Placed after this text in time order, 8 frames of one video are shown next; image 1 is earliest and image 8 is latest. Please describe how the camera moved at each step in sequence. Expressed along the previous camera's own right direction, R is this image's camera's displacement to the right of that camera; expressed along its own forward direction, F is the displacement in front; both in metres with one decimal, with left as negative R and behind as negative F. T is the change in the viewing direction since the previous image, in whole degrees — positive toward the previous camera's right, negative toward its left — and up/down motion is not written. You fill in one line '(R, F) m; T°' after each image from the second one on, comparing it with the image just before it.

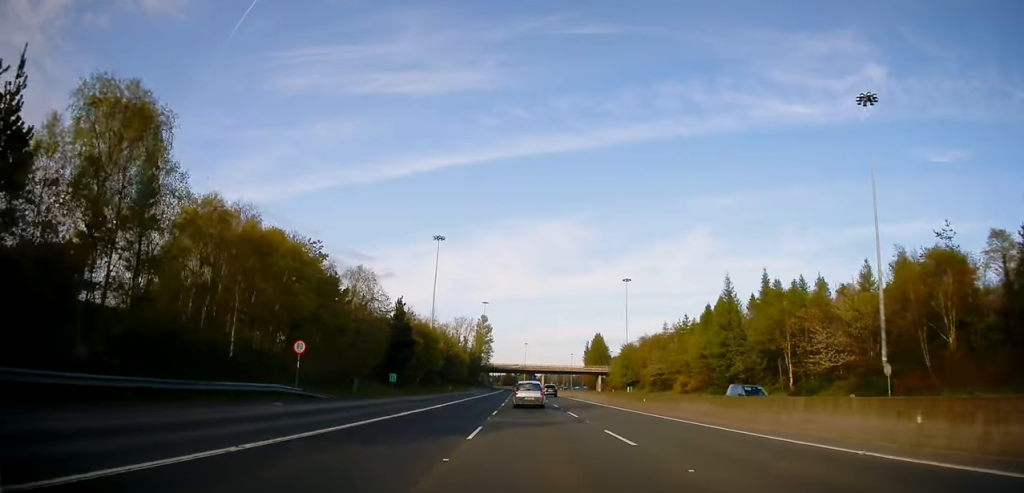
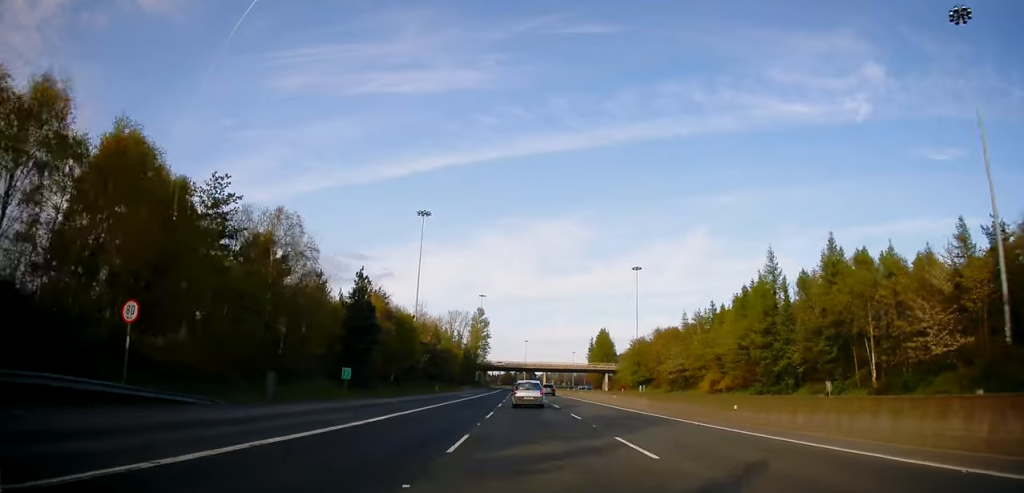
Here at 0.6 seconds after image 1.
(-0.2, +15.4) m; -1°
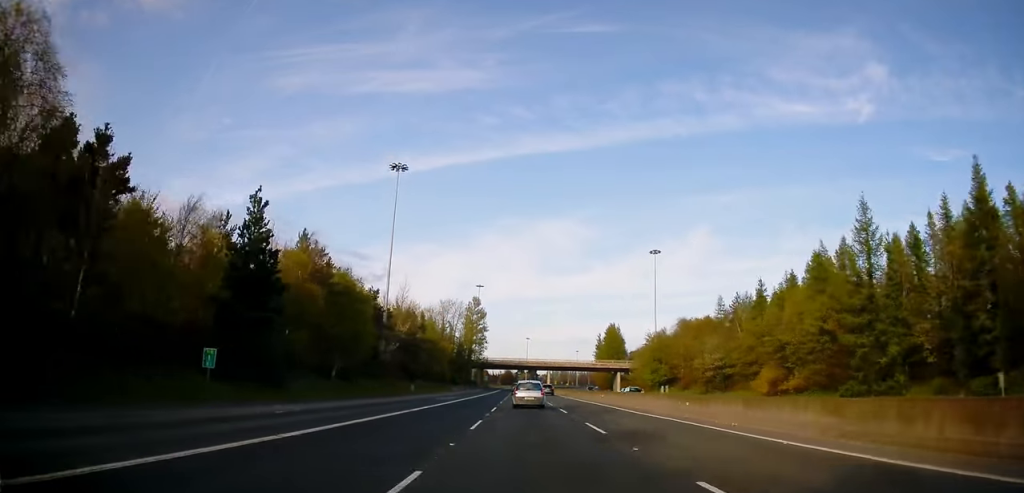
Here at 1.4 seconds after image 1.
(-0.2, +19.5) m; -1°
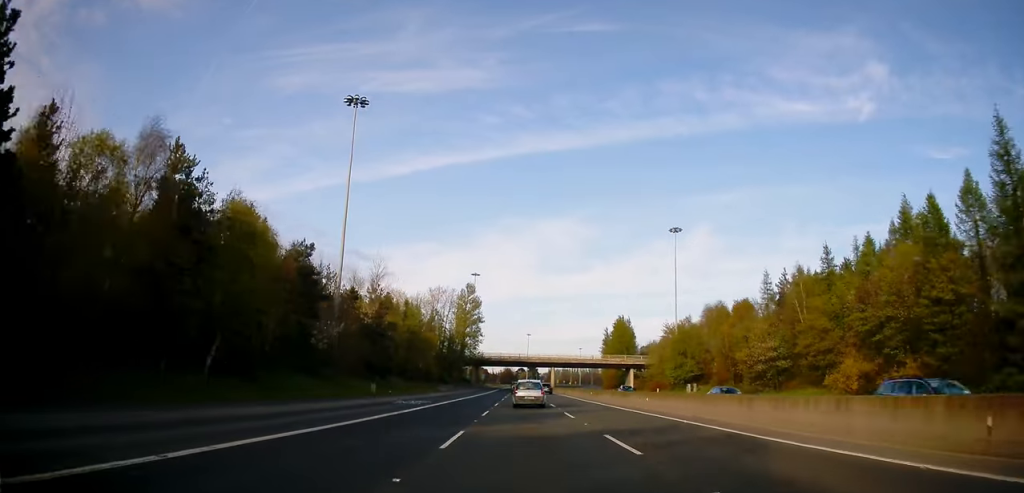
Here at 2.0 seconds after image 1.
(-0.2, +17.3) m; 0°
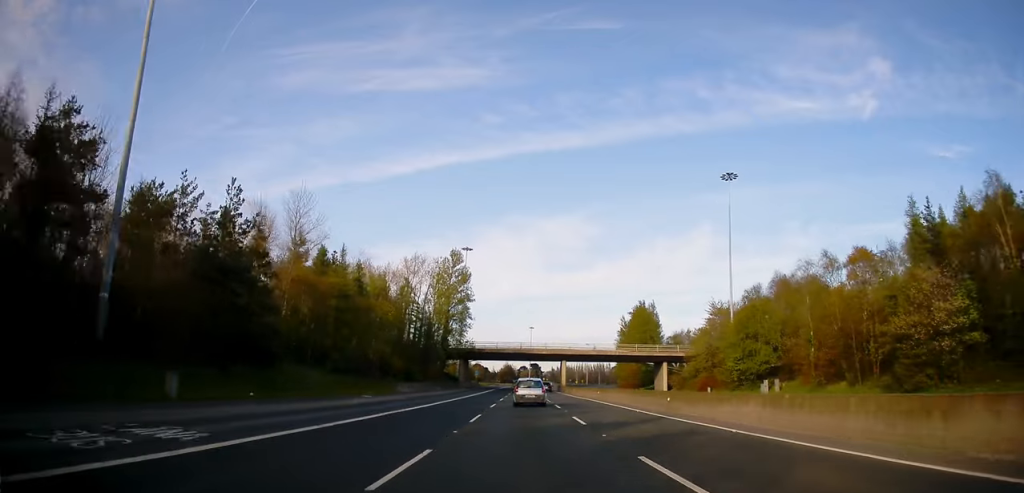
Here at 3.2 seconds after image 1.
(+0.5, +30.0) m; +1°
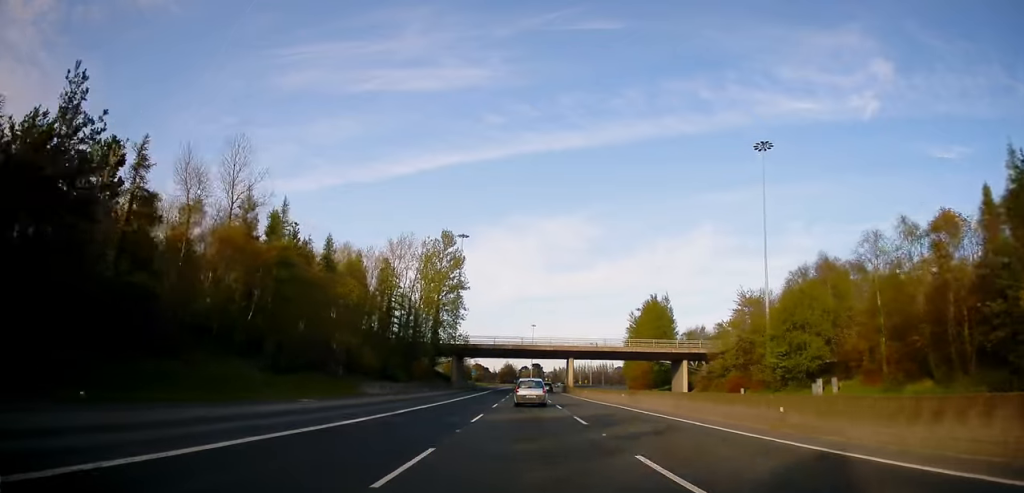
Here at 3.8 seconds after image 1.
(0.0, +12.8) m; 0°
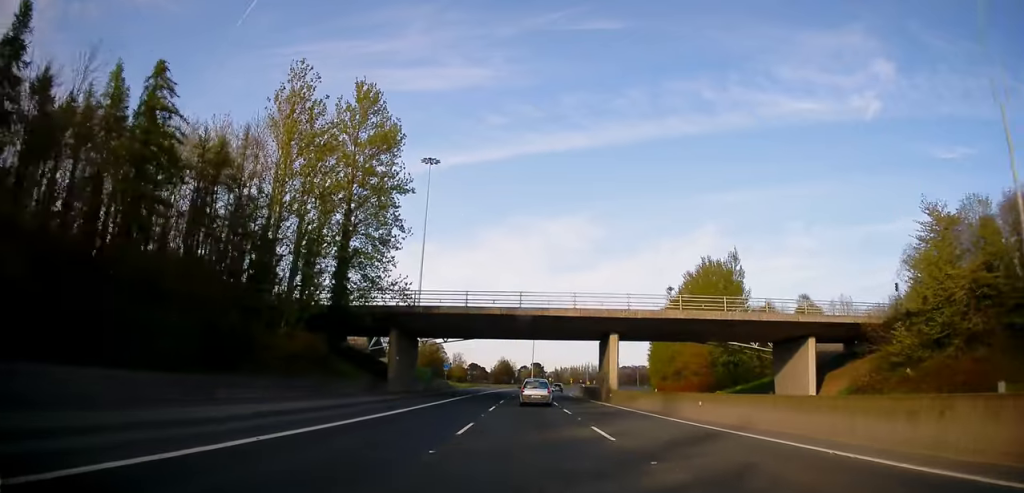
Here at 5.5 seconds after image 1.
(-0.4, +42.8) m; -1°
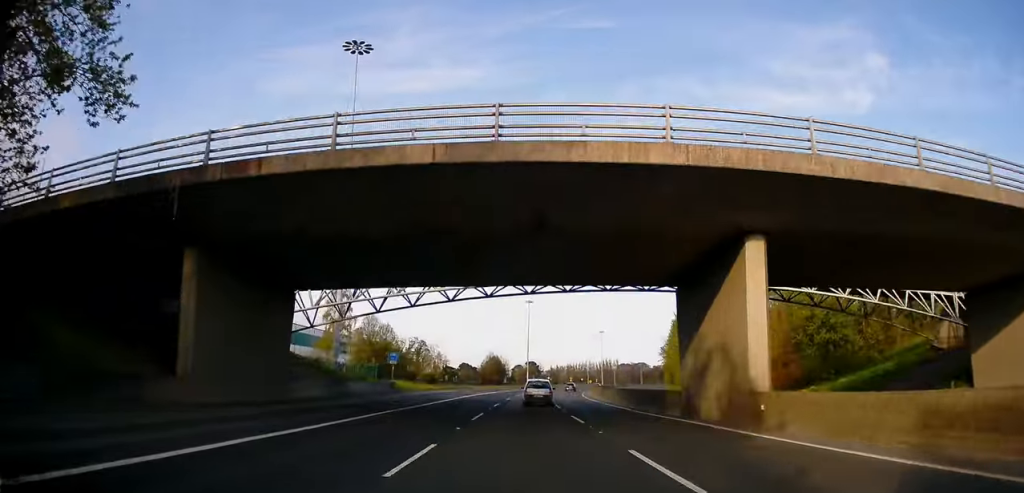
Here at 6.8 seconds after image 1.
(0.0, +30.9) m; +1°
